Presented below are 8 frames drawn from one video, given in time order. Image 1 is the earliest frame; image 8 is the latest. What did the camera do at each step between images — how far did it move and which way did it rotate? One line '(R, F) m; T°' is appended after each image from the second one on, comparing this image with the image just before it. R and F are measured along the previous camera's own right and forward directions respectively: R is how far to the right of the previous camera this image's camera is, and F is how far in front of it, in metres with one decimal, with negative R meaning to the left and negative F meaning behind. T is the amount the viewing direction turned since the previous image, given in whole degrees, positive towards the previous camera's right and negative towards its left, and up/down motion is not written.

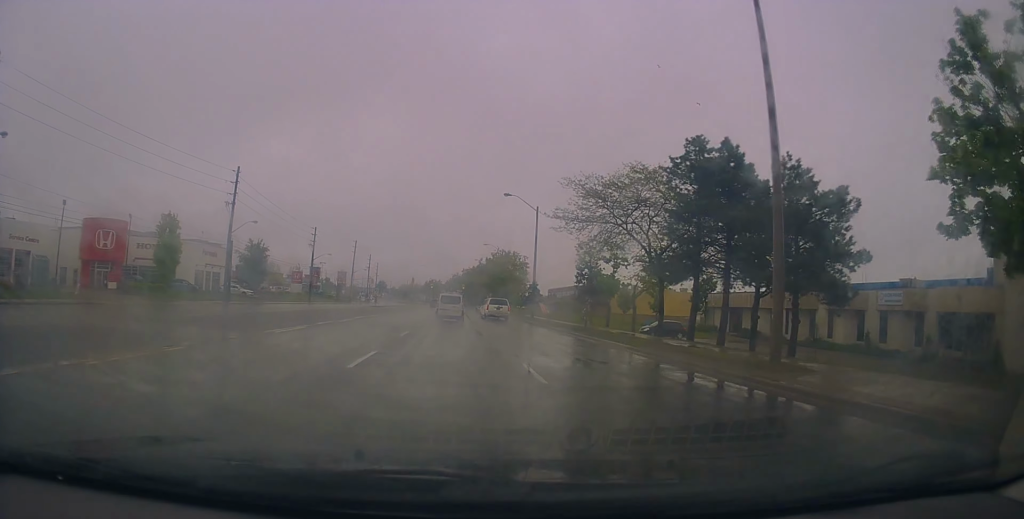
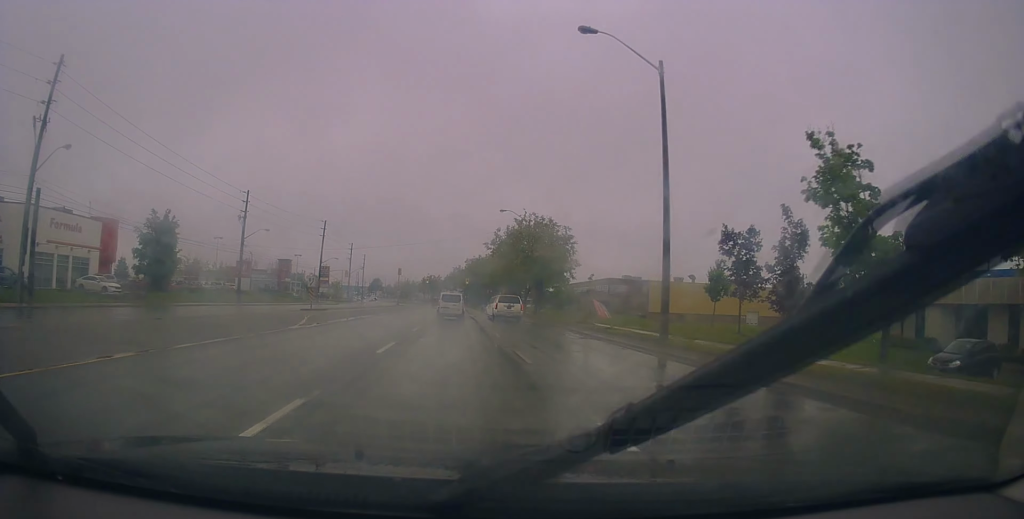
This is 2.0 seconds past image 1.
(0.0, +33.1) m; +1°
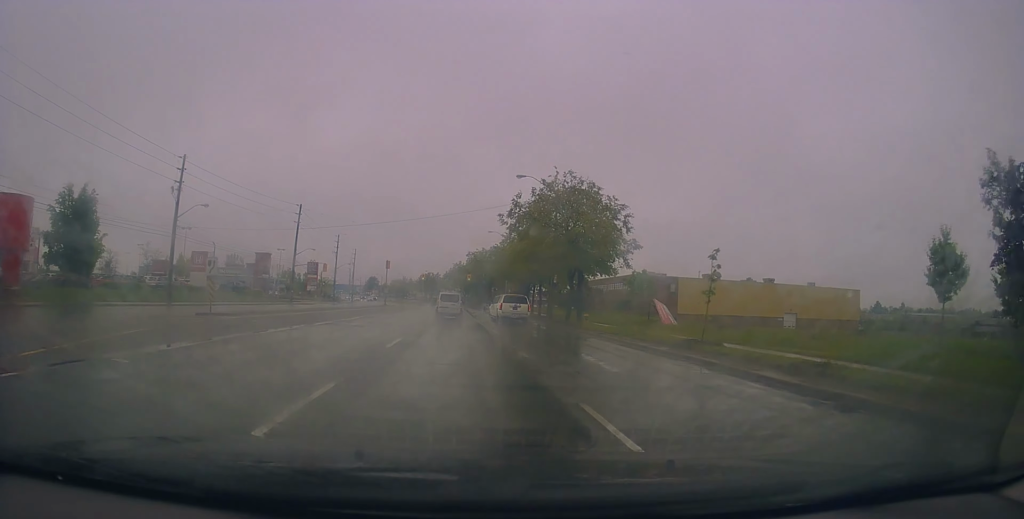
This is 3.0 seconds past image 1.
(+0.2, +16.4) m; +1°
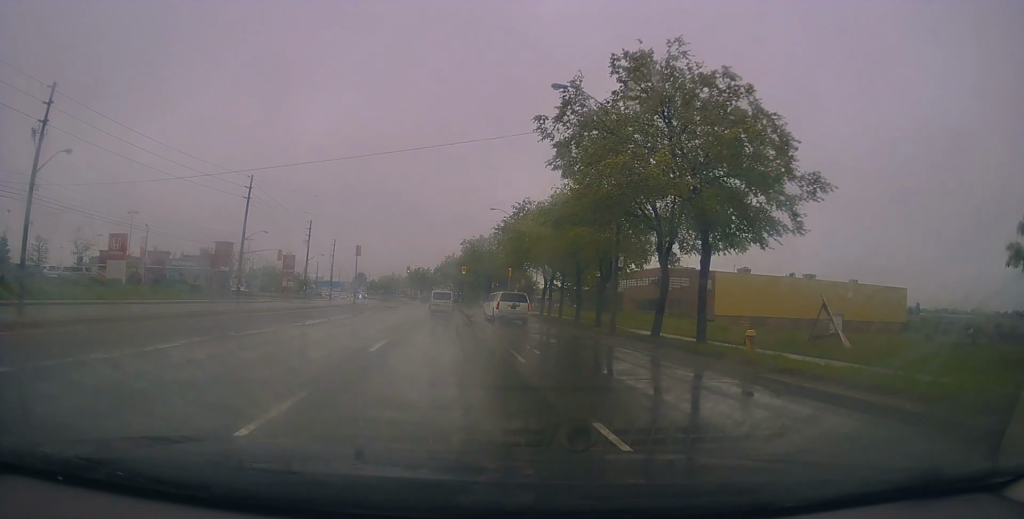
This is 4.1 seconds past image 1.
(+0.1, +18.8) m; -1°
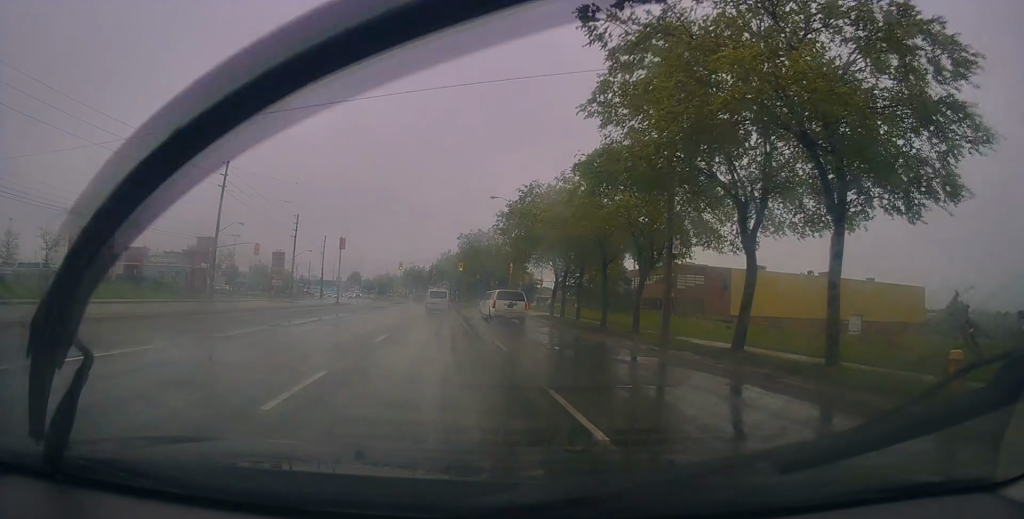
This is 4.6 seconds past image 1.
(+0.1, +7.2) m; 0°
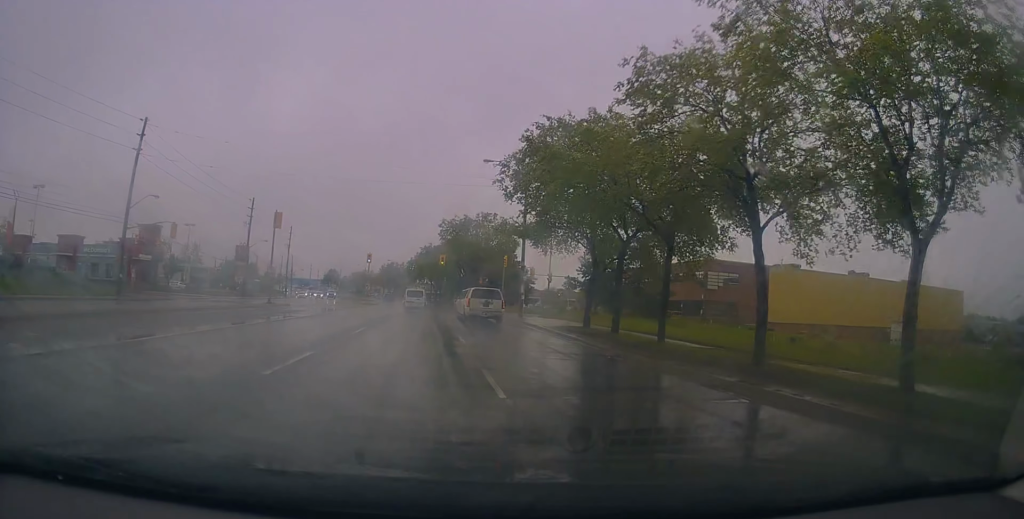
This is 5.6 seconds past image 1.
(-0.5, +15.0) m; +2°
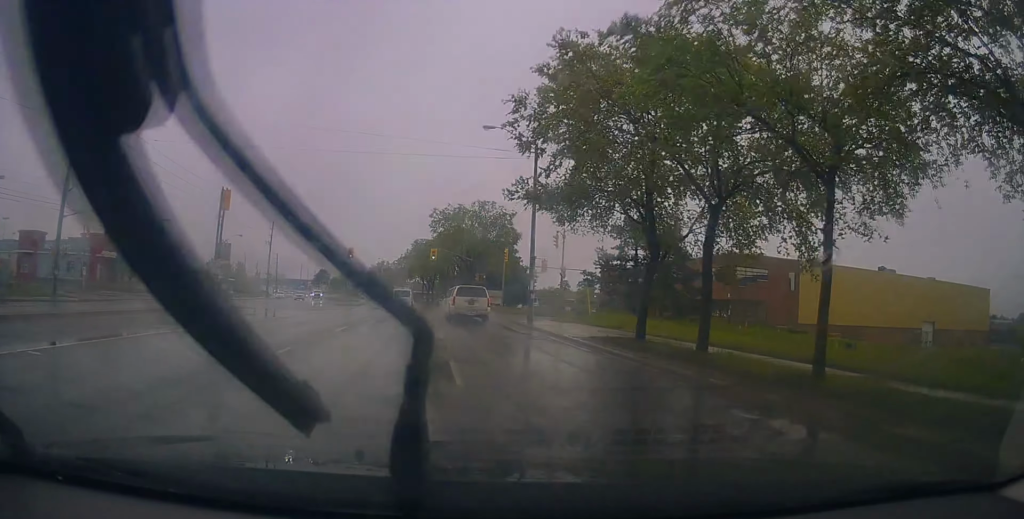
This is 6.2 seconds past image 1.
(+0.7, +8.1) m; +1°
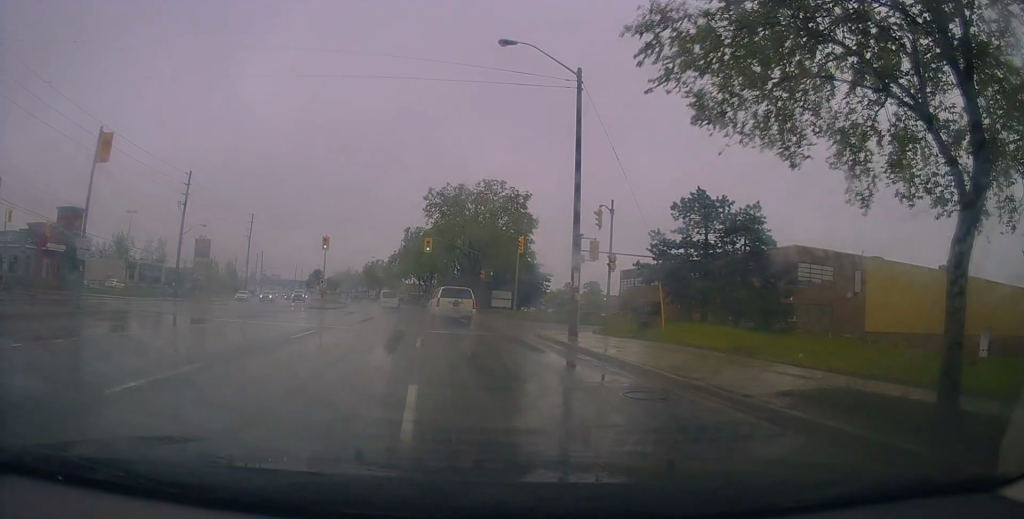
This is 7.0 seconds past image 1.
(0.0, +11.8) m; 0°
